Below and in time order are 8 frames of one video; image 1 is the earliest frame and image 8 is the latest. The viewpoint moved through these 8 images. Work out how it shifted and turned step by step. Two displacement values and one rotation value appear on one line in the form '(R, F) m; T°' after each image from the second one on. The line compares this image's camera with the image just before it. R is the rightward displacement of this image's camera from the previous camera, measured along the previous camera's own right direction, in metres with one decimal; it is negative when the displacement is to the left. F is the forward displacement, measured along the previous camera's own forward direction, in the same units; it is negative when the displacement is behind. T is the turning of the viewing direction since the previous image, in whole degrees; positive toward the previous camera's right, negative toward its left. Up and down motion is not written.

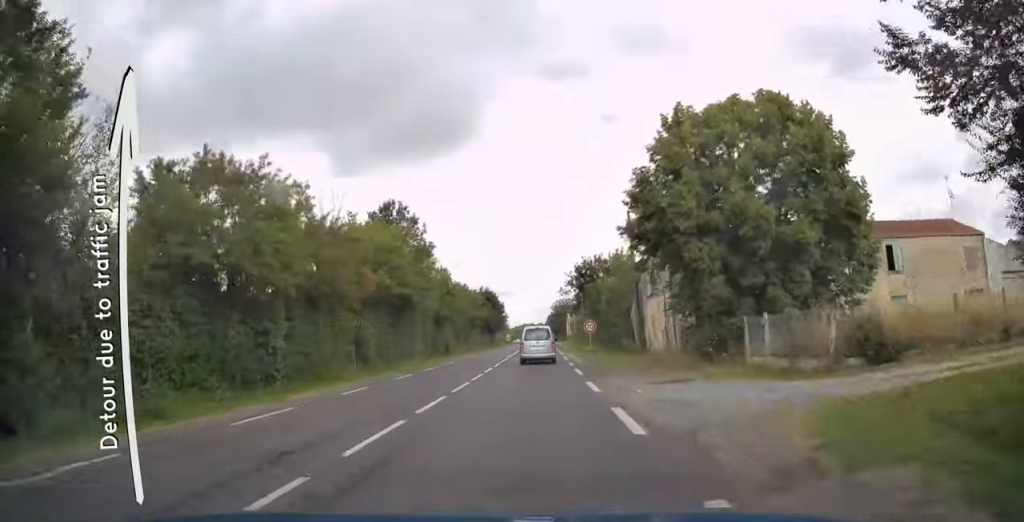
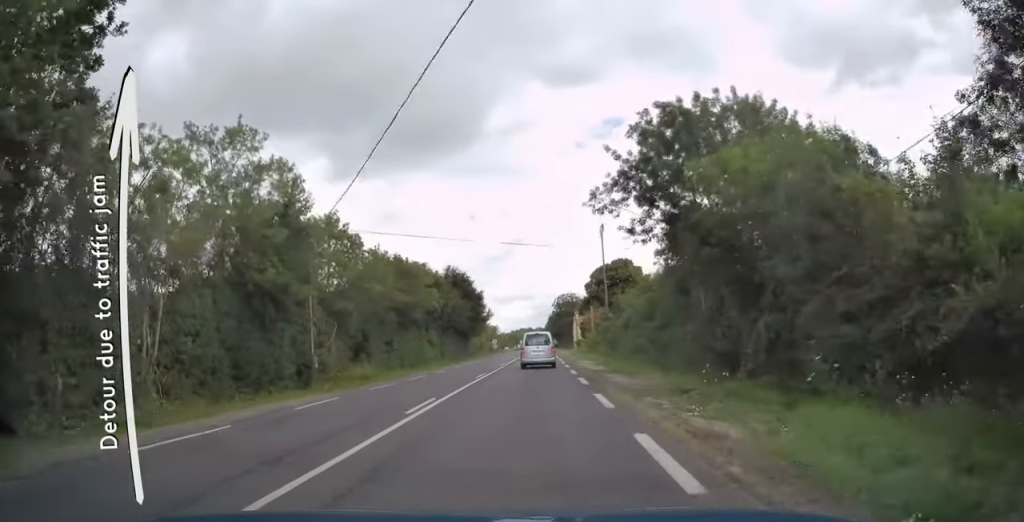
(-0.1, +41.7) m; 0°
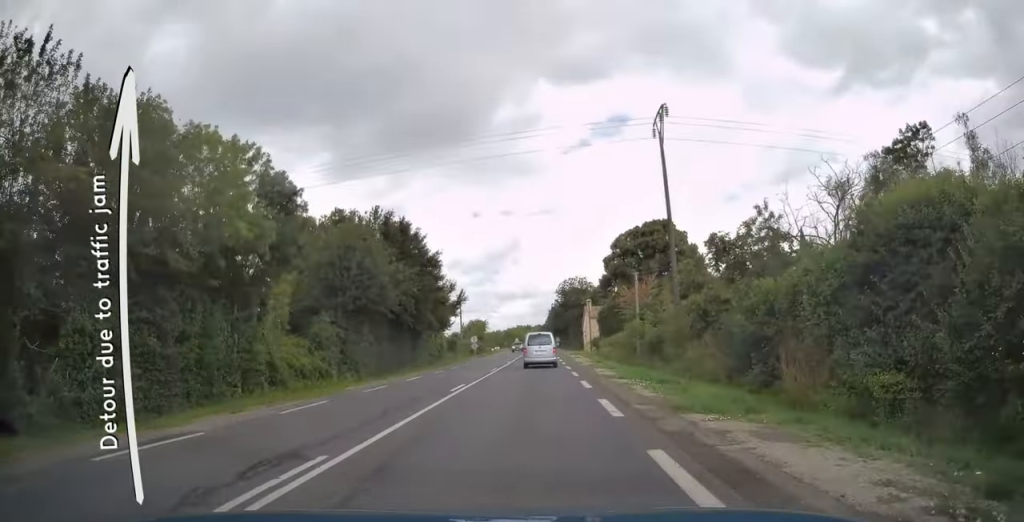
(+0.1, +33.5) m; 0°
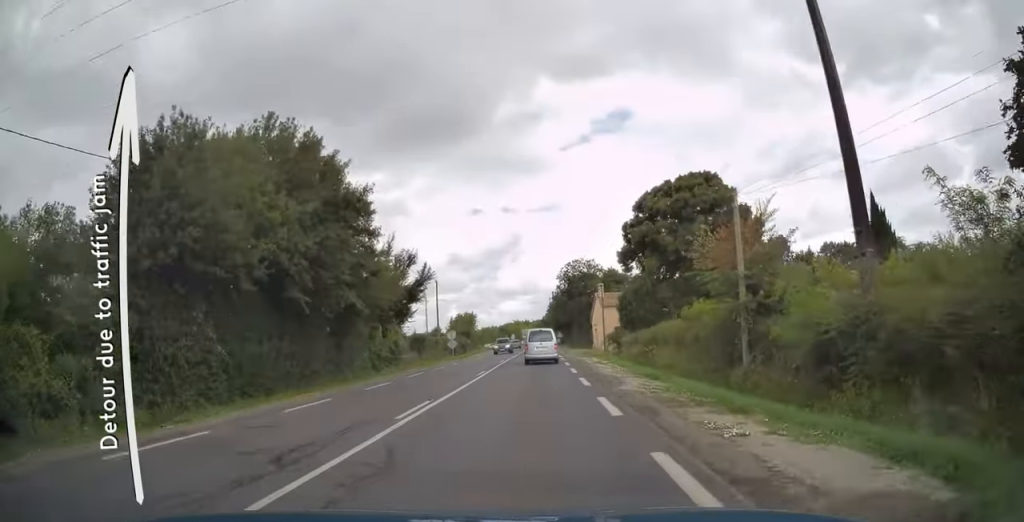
(0.0, +19.4) m; 0°
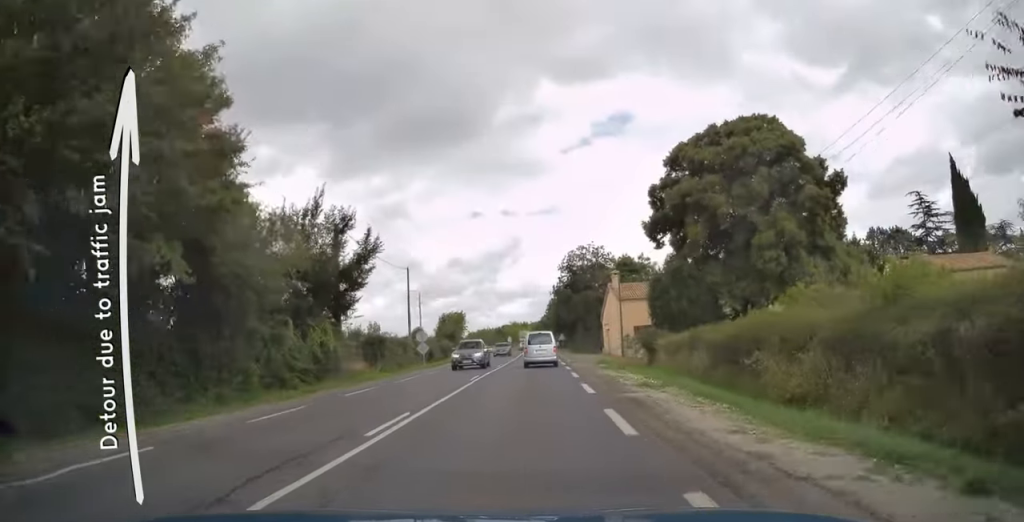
(0.0, +14.7) m; 0°
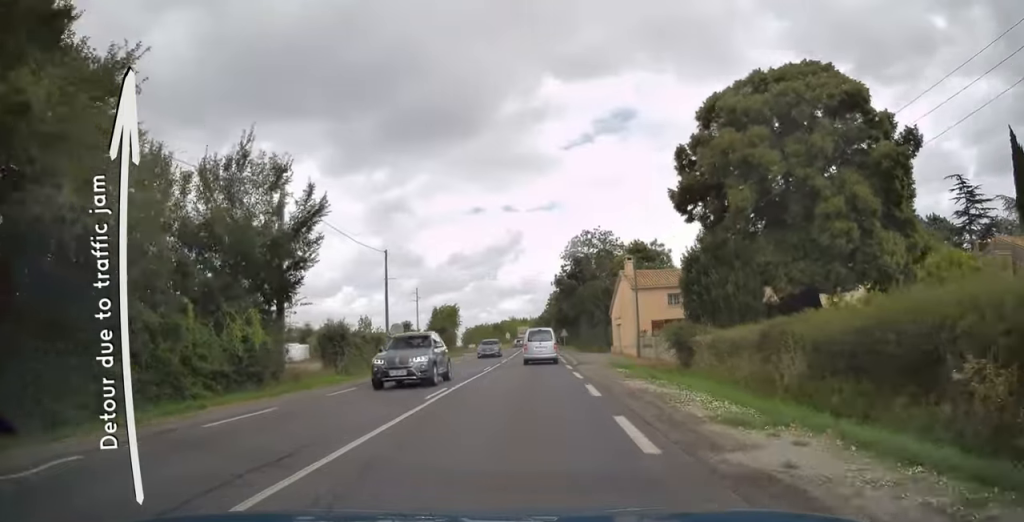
(0.0, +8.1) m; 0°
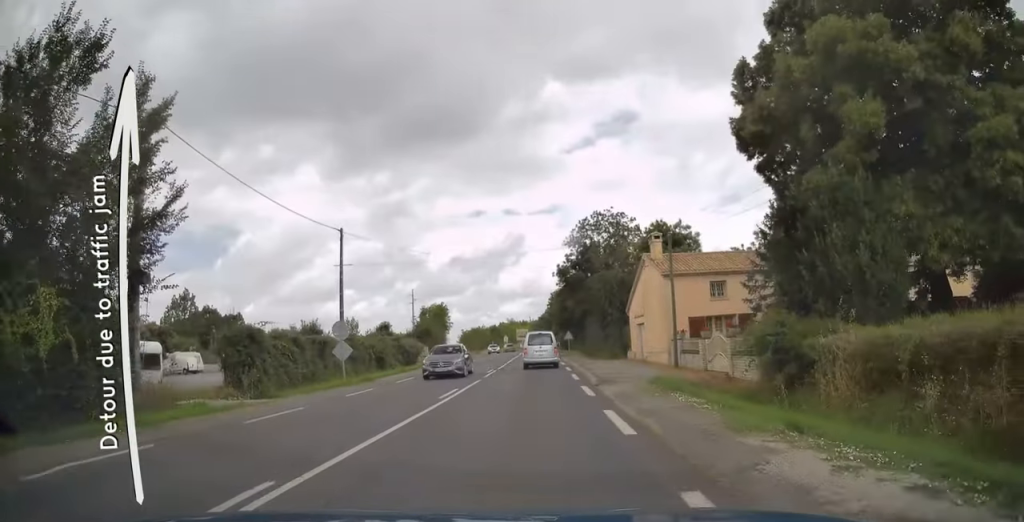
(0.0, +11.1) m; 0°
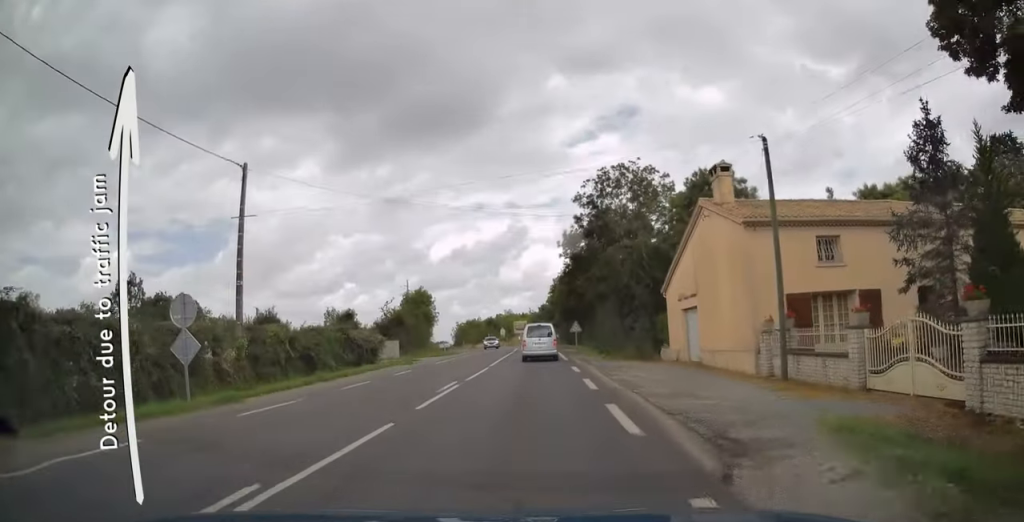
(0.0, +13.3) m; 0°
